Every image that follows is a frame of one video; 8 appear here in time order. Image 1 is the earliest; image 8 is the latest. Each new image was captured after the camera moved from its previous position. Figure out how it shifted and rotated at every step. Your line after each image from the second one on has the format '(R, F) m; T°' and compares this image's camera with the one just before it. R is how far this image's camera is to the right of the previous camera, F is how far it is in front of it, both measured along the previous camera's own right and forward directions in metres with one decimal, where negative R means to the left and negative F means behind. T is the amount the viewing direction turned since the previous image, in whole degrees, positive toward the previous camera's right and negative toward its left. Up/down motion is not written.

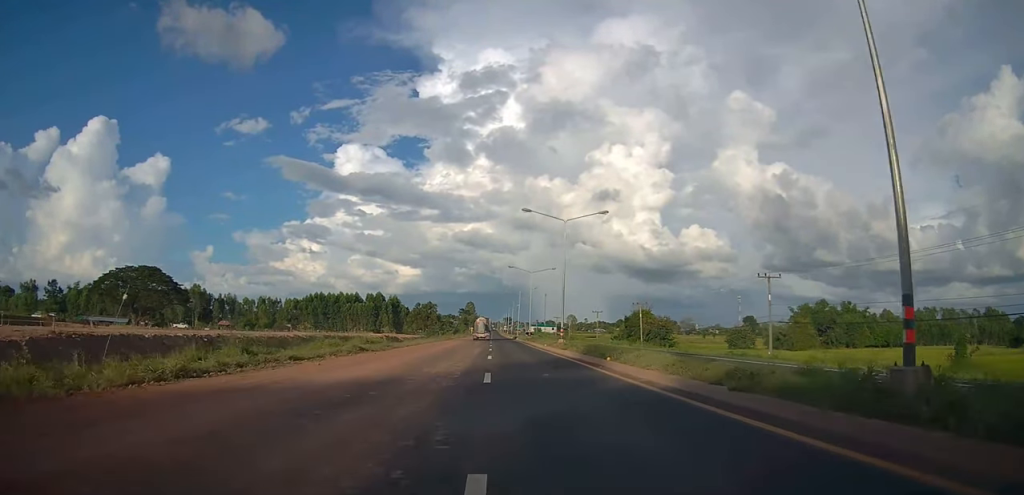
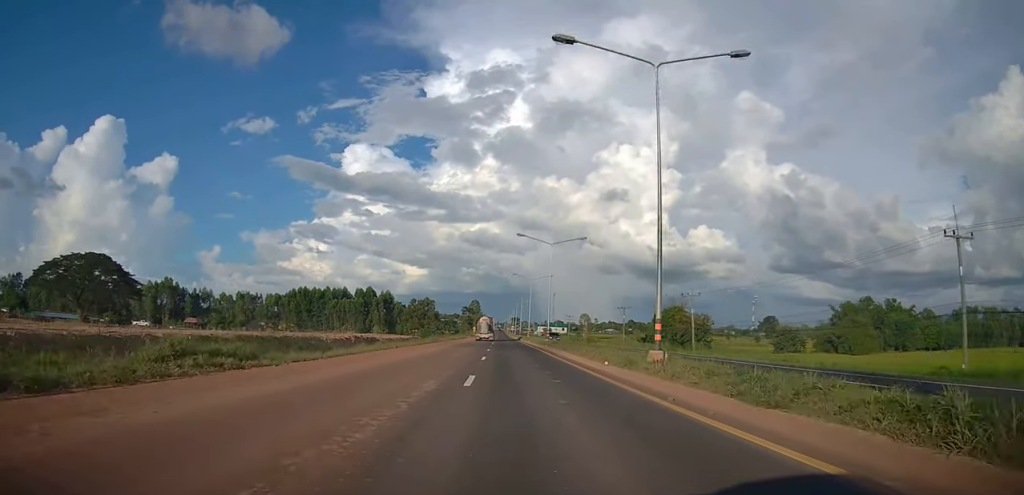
(-0.7, +24.6) m; -2°
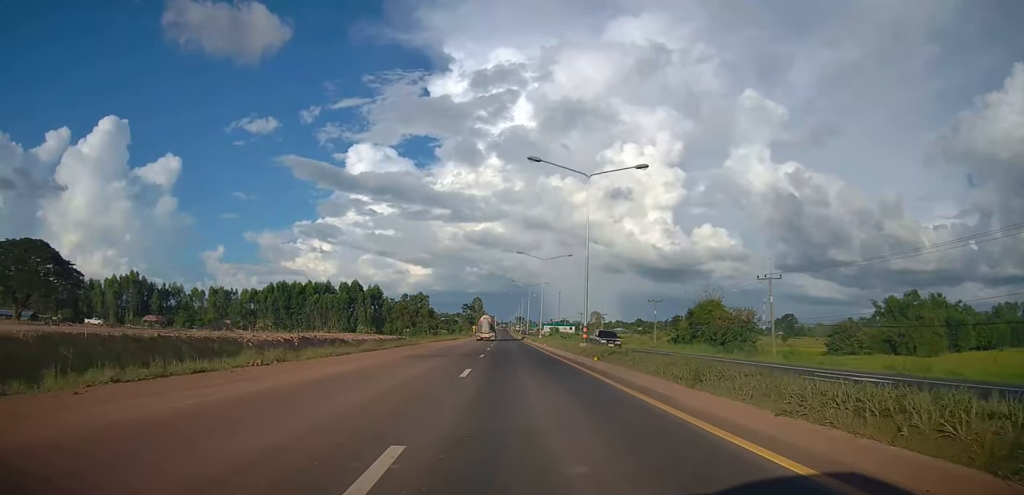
(-0.1, +22.1) m; -1°
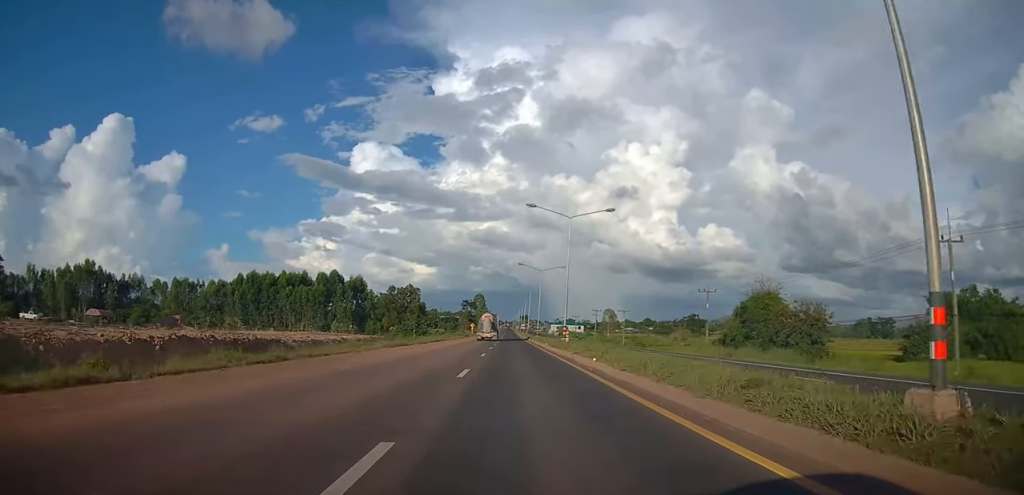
(0.0, +23.7) m; +1°
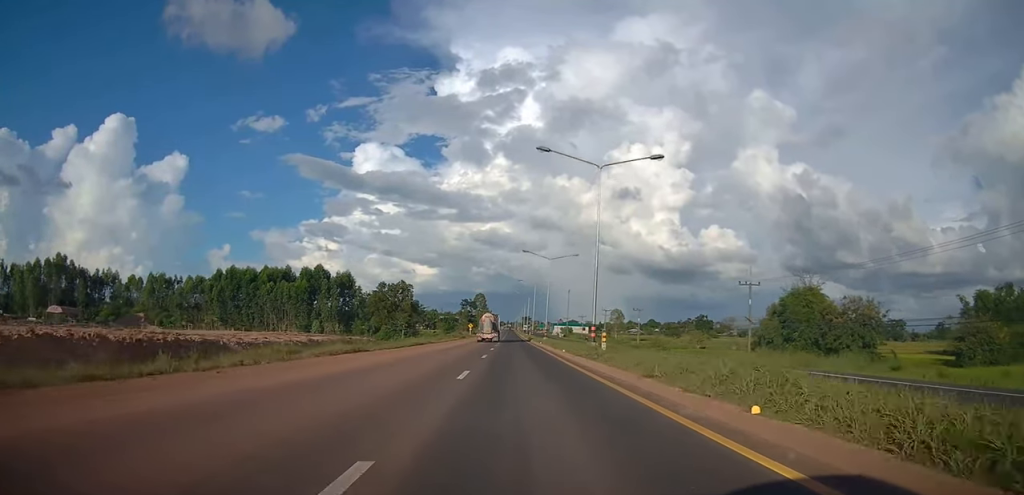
(+0.3, +12.8) m; 0°
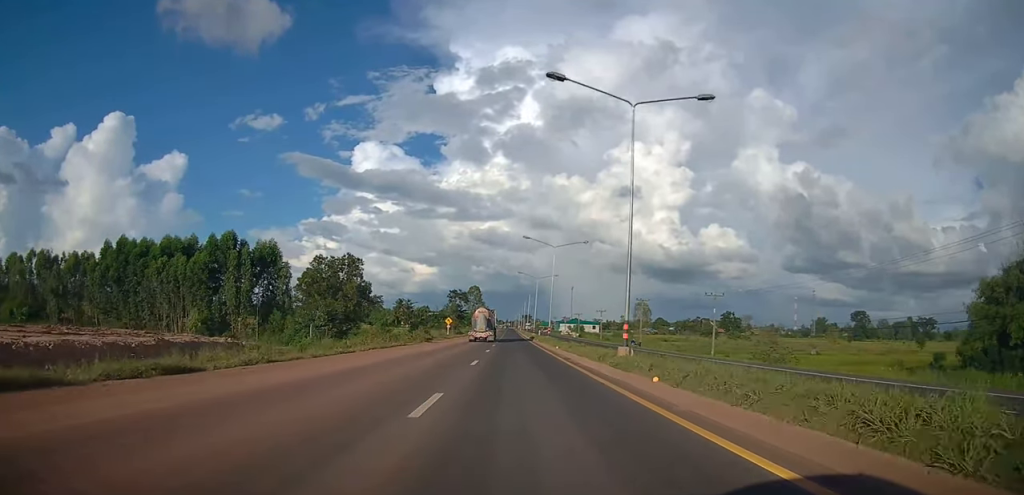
(-0.5, +42.8) m; -1°
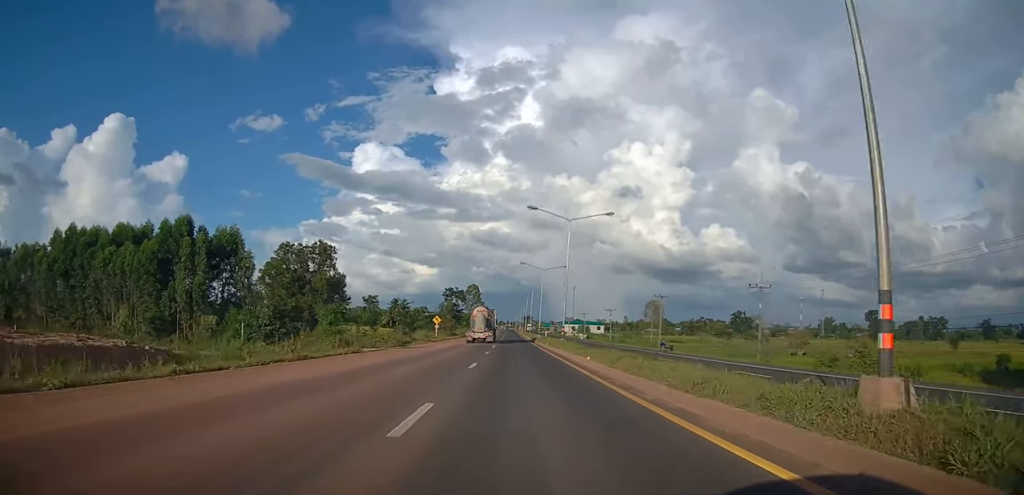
(+0.4, +13.4) m; 0°
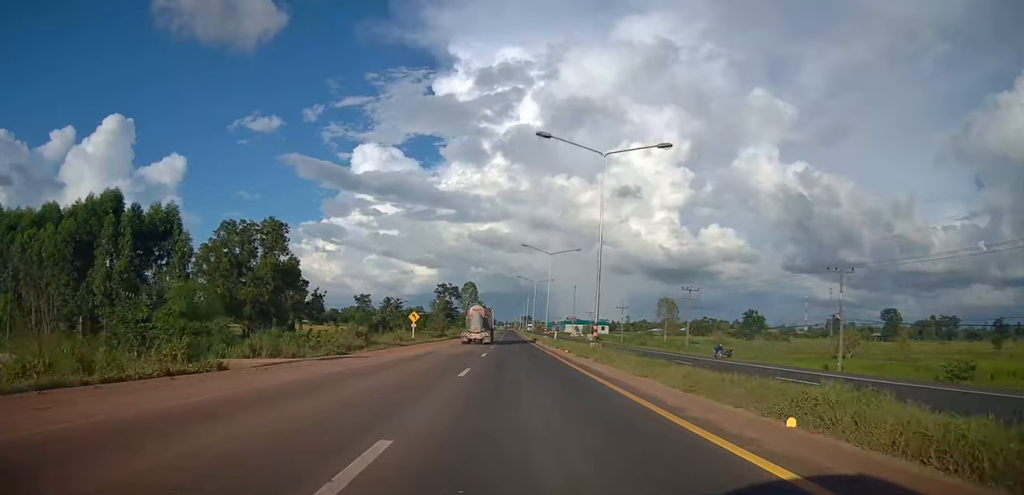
(-0.3, +15.5) m; 0°
